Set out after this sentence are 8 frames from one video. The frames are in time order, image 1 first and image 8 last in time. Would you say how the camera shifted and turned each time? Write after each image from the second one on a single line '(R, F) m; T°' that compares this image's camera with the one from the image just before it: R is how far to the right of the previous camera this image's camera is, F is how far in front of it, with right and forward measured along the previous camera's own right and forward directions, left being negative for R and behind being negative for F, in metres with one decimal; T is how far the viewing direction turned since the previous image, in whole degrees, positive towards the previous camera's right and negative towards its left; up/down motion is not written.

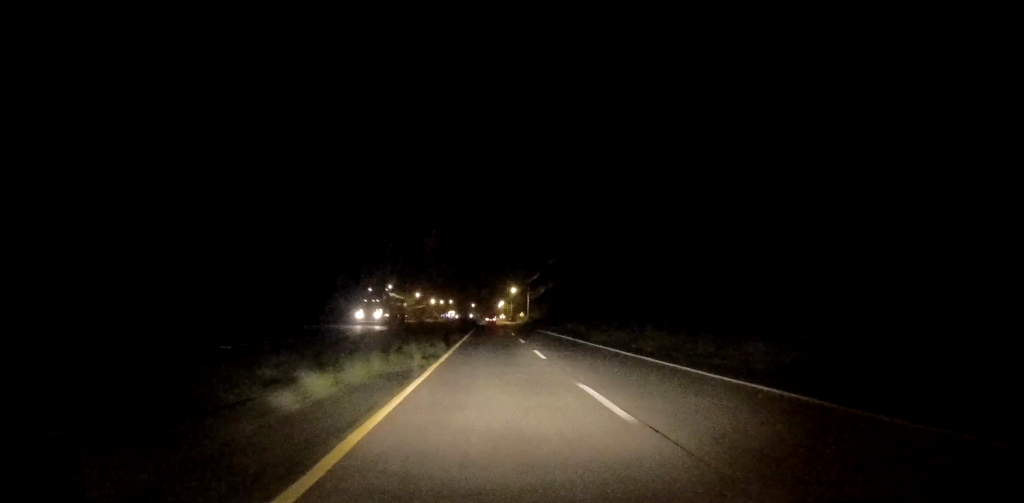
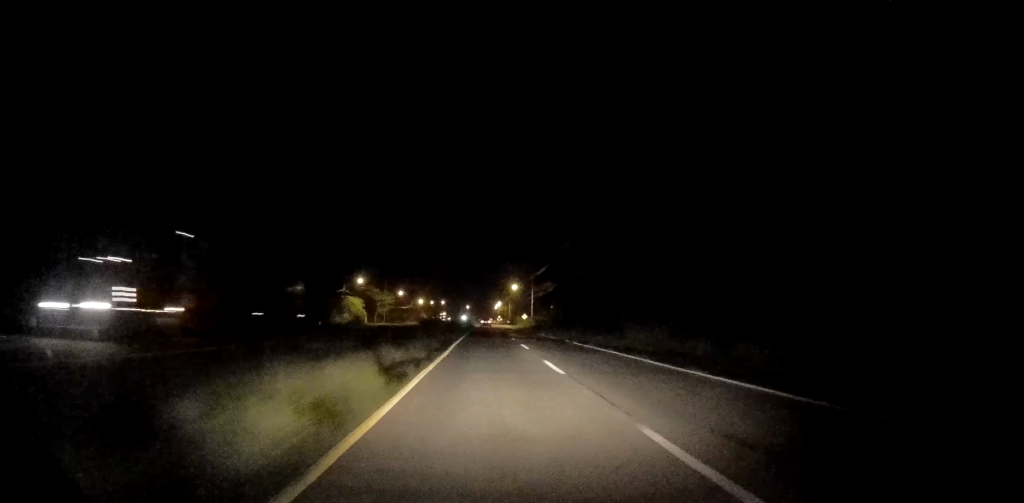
(0.0, +29.0) m; 0°
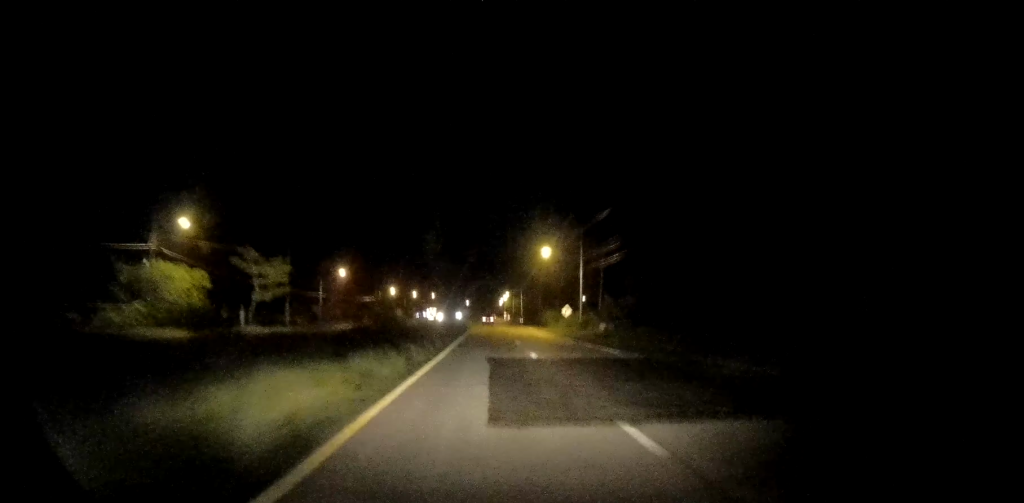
(+0.4, +68.8) m; 0°
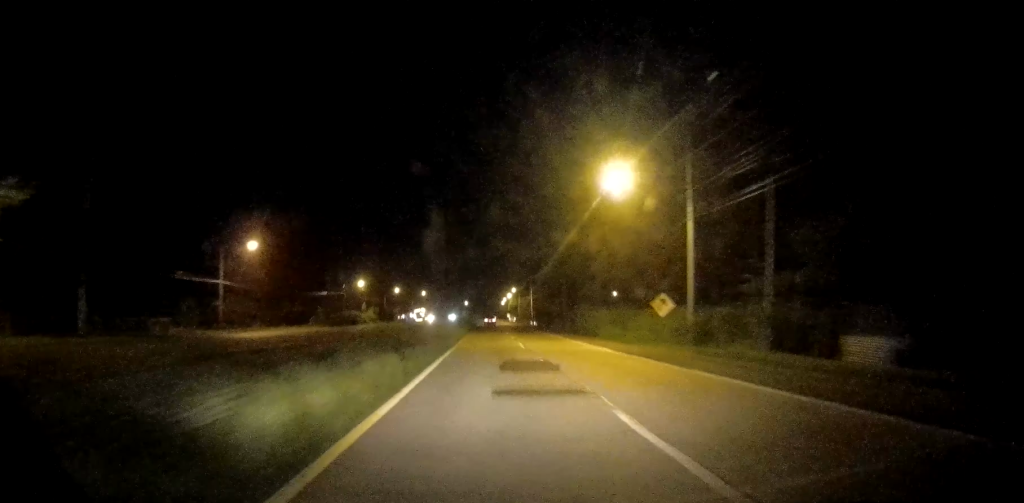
(0.0, +37.4) m; 0°
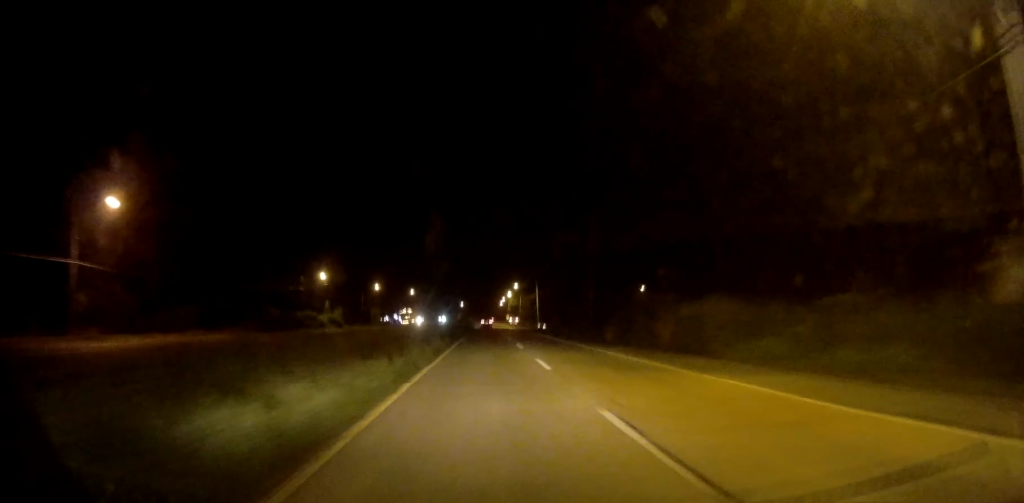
(-0.2, +24.1) m; 0°
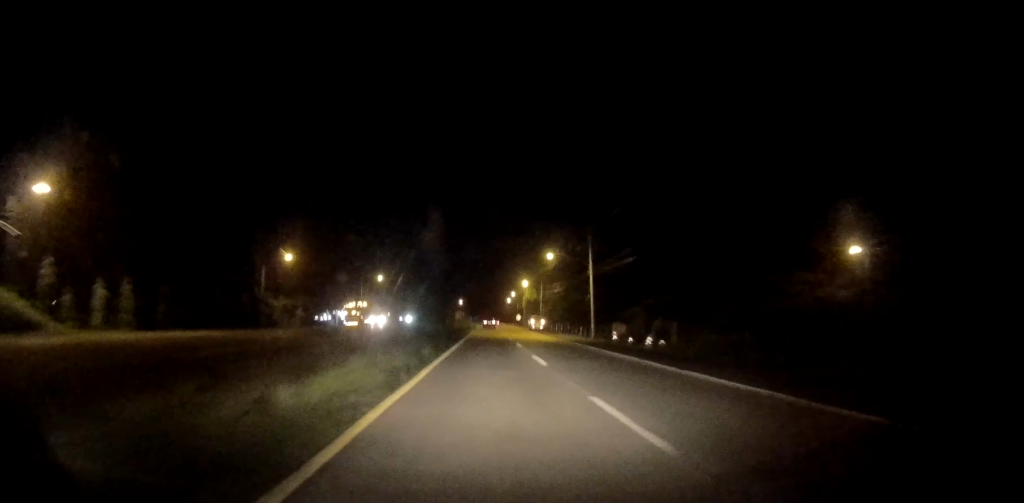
(-0.1, +58.5) m; 0°
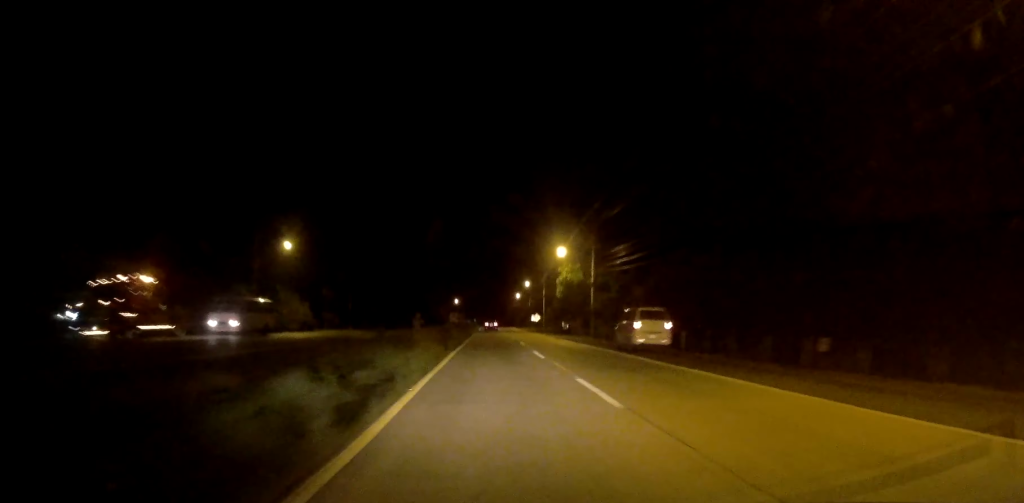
(+0.6, +56.1) m; +1°
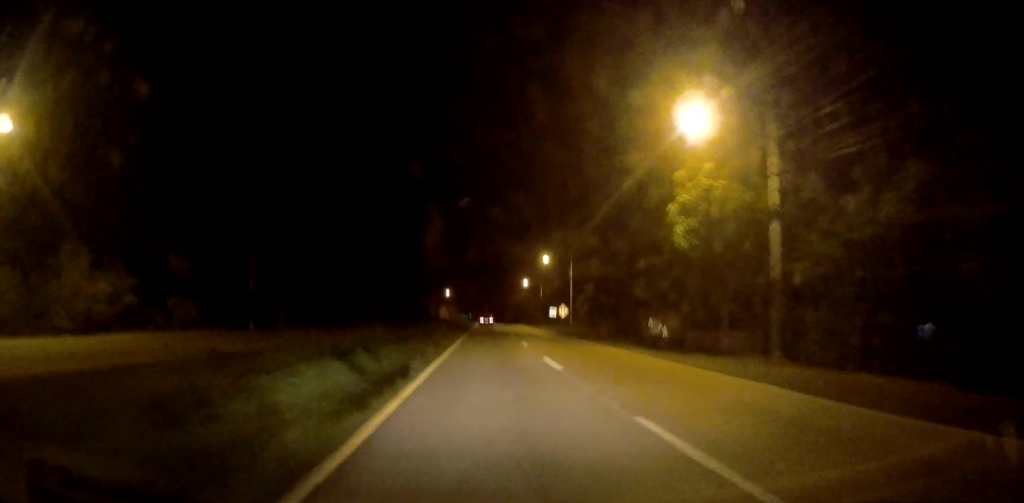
(0.0, +40.7) m; 0°
